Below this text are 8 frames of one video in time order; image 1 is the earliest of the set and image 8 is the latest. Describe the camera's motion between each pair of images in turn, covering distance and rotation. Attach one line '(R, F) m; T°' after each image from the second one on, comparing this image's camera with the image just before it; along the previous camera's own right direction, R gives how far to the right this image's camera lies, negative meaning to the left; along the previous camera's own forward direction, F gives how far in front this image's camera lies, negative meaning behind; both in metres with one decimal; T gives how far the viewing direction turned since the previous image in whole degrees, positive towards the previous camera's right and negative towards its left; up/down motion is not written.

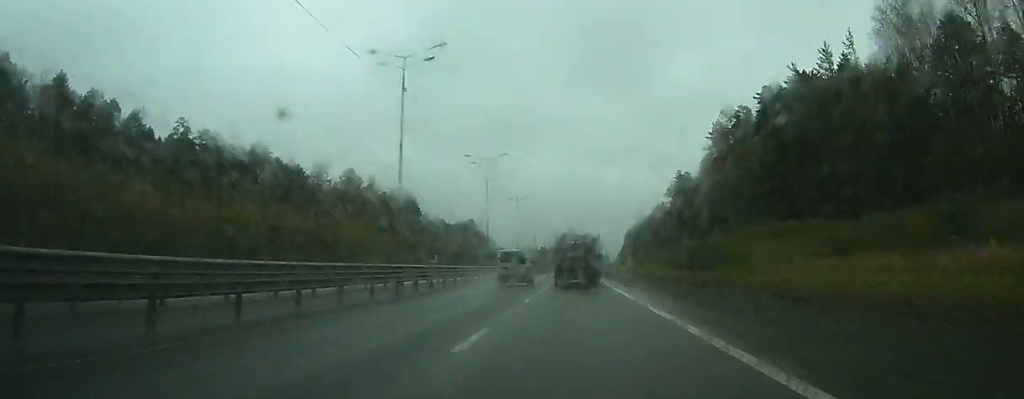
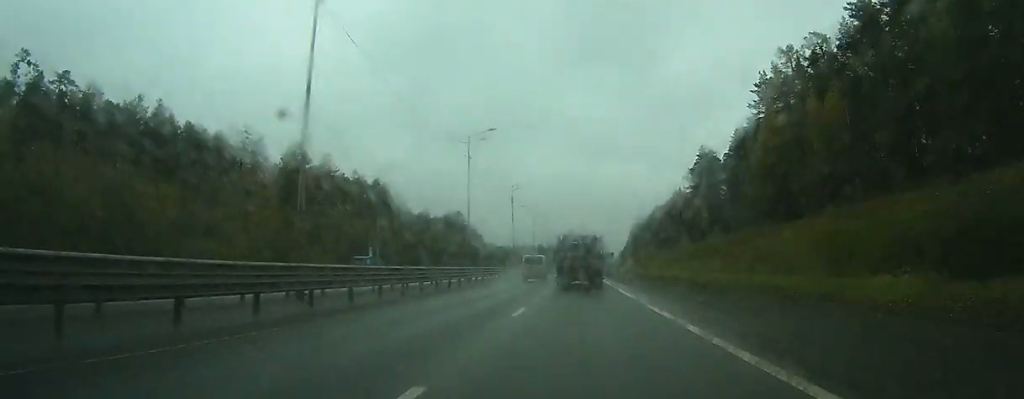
(+0.1, +40.5) m; +1°
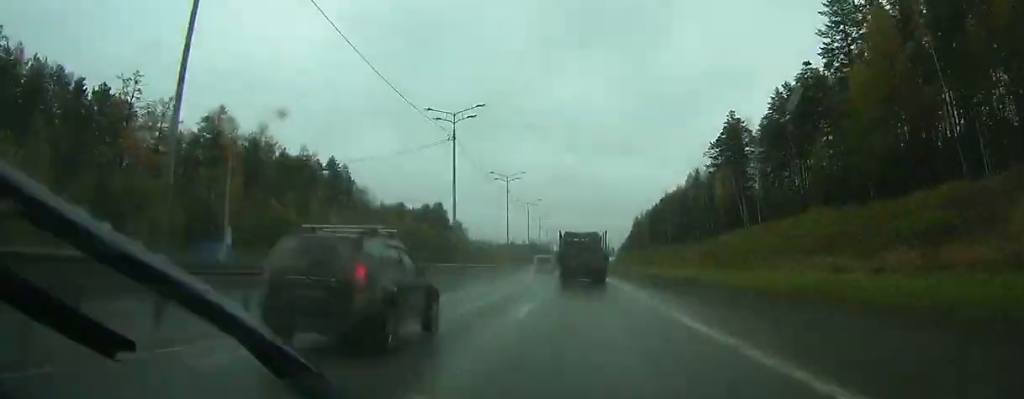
(+0.3, +36.1) m; 0°
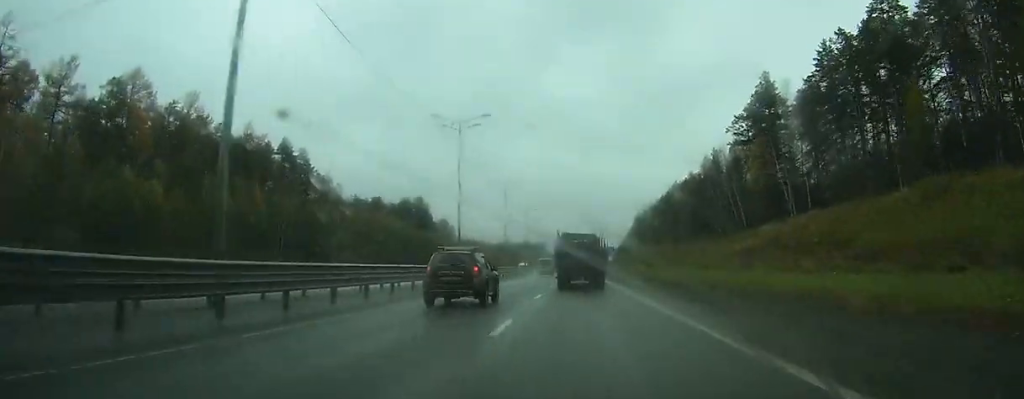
(0.0, +27.4) m; 0°
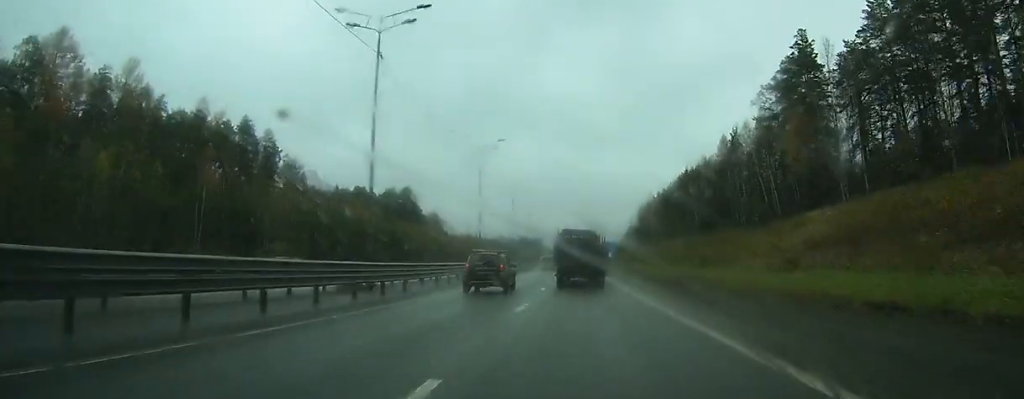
(0.0, +18.7) m; 0°
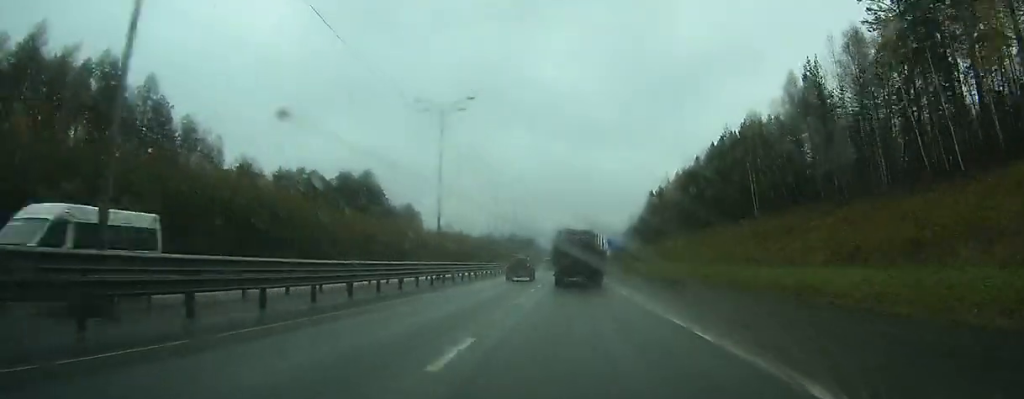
(+0.1, +44.4) m; 0°
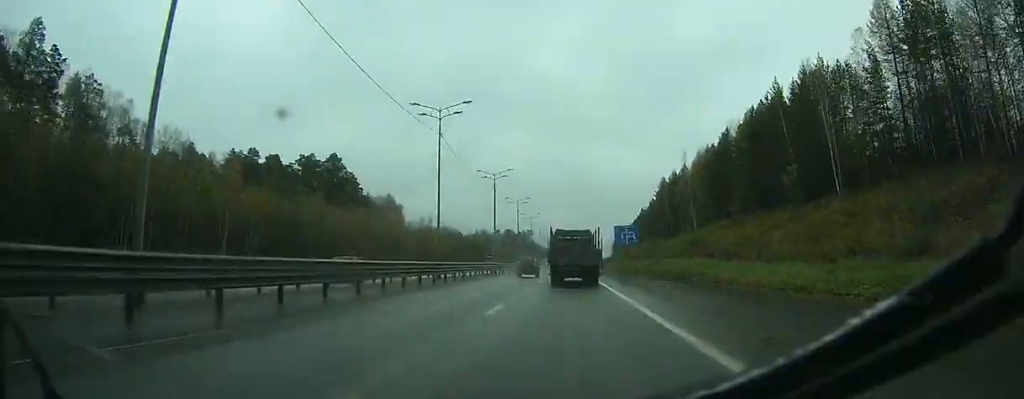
(+0.2, +28.6) m; 0°
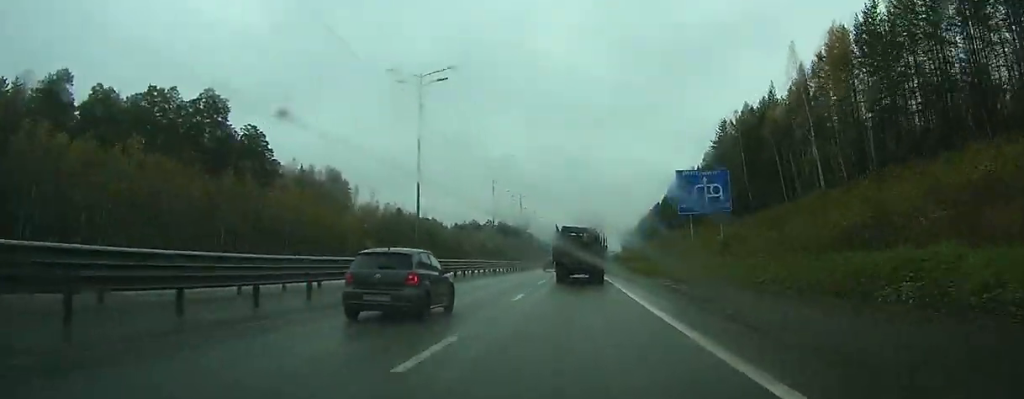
(+0.1, +67.9) m; +1°
